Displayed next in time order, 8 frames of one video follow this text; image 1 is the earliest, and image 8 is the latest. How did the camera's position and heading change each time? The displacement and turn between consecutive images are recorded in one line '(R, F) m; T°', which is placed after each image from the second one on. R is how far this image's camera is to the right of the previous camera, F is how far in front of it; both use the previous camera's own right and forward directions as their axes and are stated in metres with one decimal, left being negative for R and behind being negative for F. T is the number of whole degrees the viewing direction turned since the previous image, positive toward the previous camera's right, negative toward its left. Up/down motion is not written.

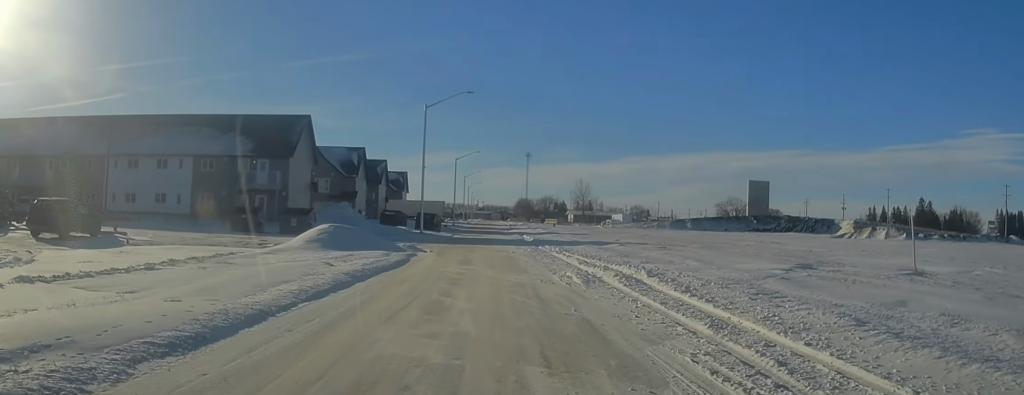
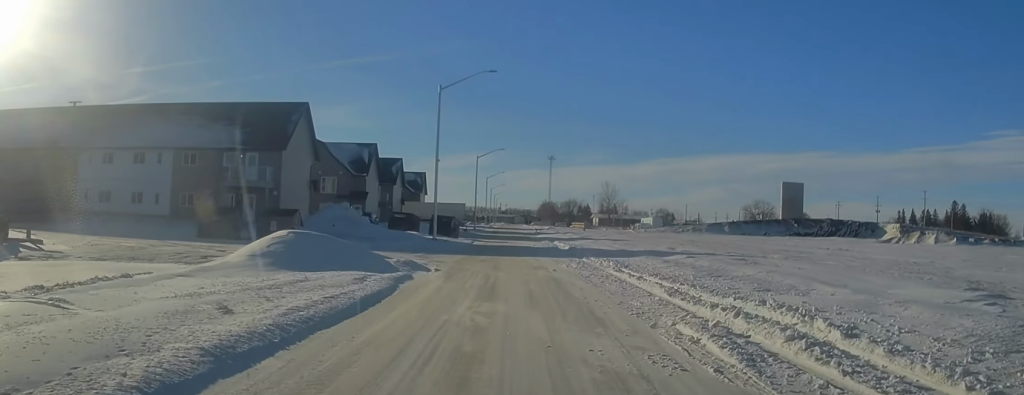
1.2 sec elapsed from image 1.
(0.0, +9.4) m; -1°
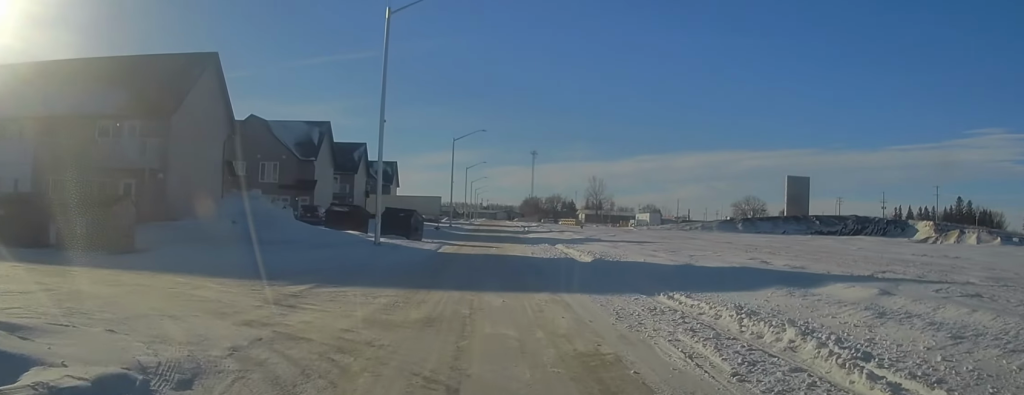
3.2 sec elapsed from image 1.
(-0.8, +17.3) m; -2°
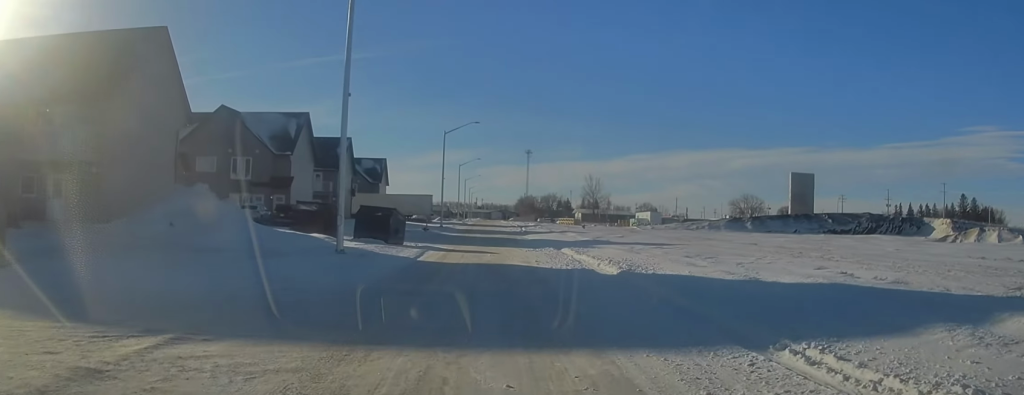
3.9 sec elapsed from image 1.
(+0.3, +6.6) m; +3°
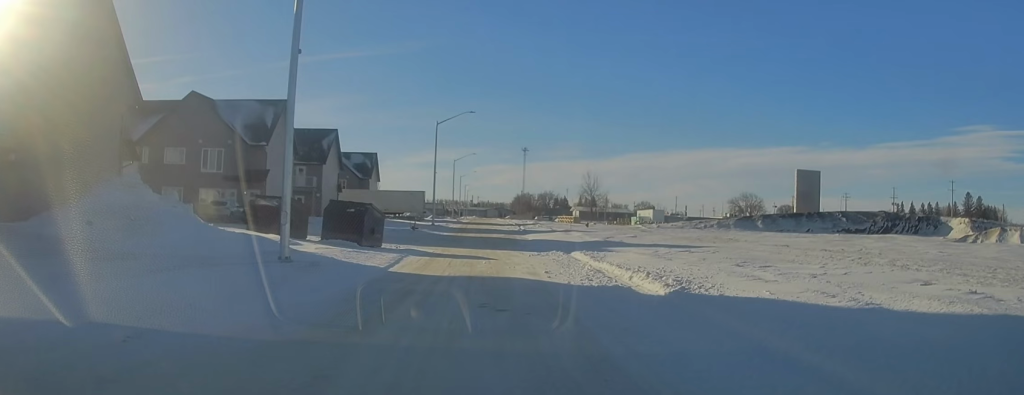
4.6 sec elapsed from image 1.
(0.0, +6.1) m; 0°
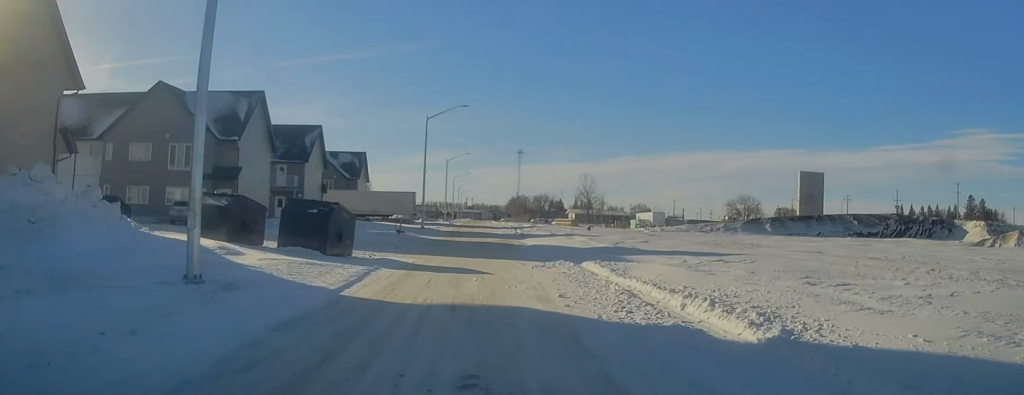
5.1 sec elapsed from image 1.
(0.0, +5.2) m; 0°
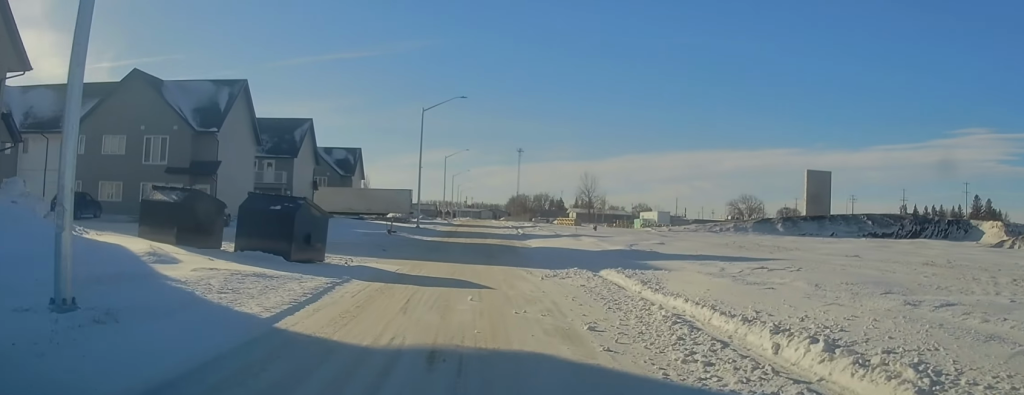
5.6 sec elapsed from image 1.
(0.0, +4.0) m; 0°
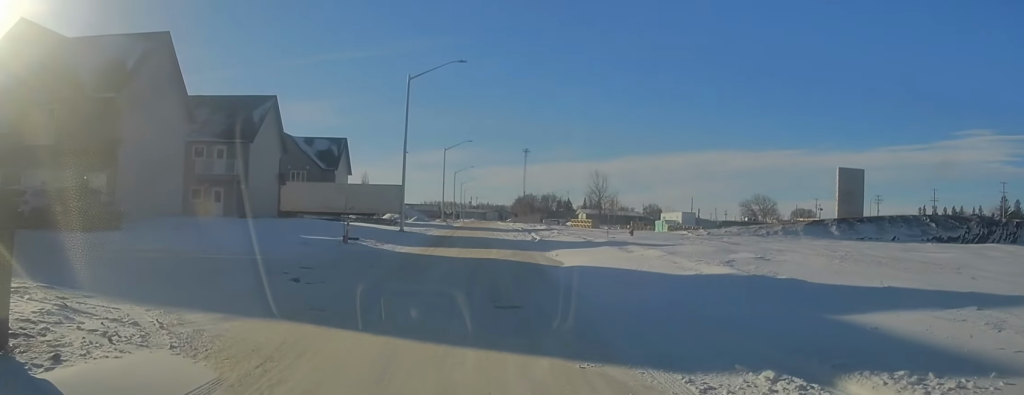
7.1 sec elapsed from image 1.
(0.0, +14.5) m; +1°
